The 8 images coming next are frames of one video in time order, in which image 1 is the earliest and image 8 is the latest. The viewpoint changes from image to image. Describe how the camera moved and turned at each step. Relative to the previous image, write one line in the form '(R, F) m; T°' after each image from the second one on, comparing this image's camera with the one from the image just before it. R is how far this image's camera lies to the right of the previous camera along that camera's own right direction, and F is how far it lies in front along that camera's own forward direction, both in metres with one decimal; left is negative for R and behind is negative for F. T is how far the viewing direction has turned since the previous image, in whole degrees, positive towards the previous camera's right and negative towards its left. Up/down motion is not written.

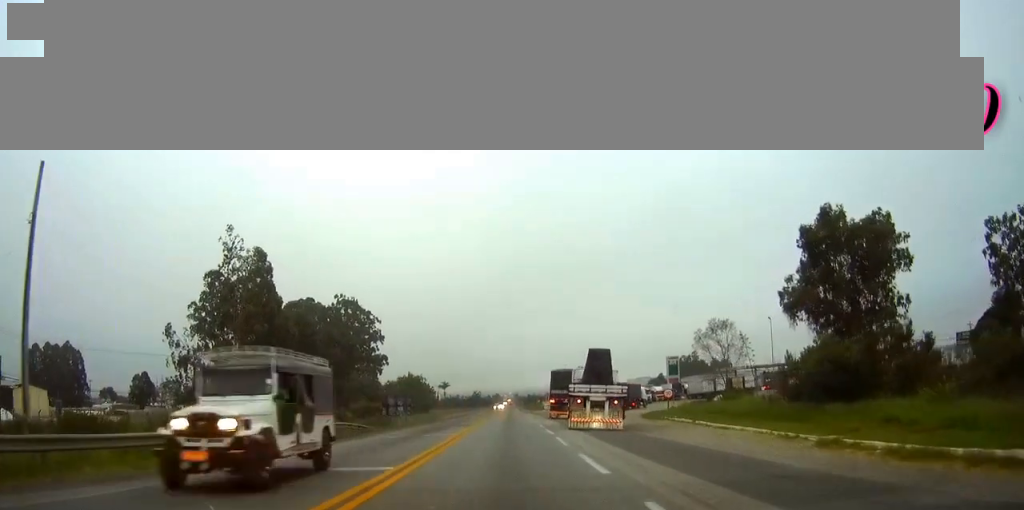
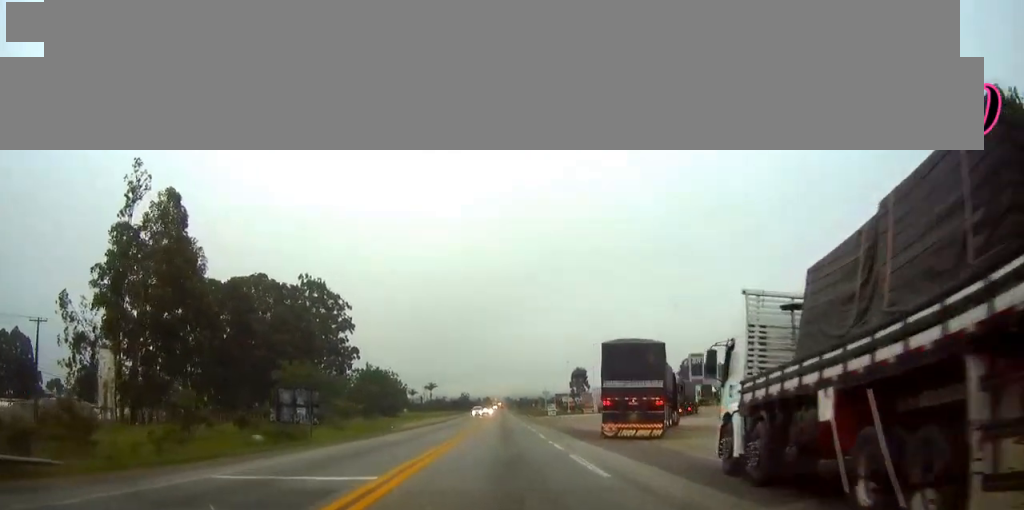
(+0.3, +32.3) m; +1°
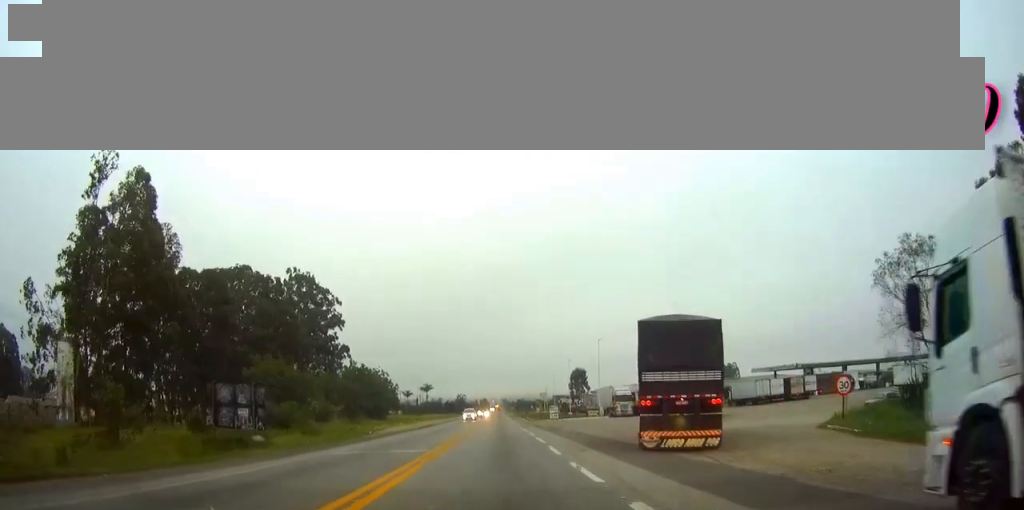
(0.0, +8.5) m; 0°
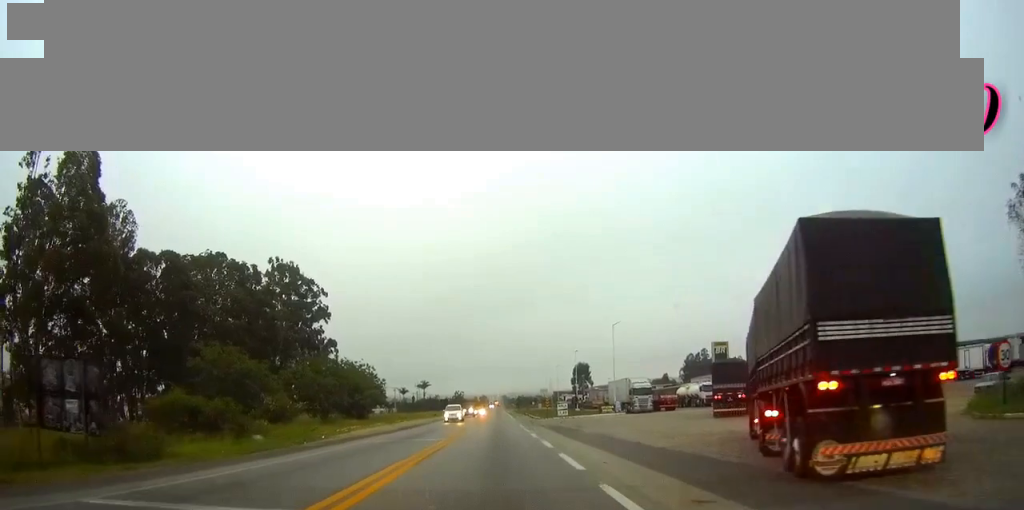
(0.0, +13.2) m; 0°
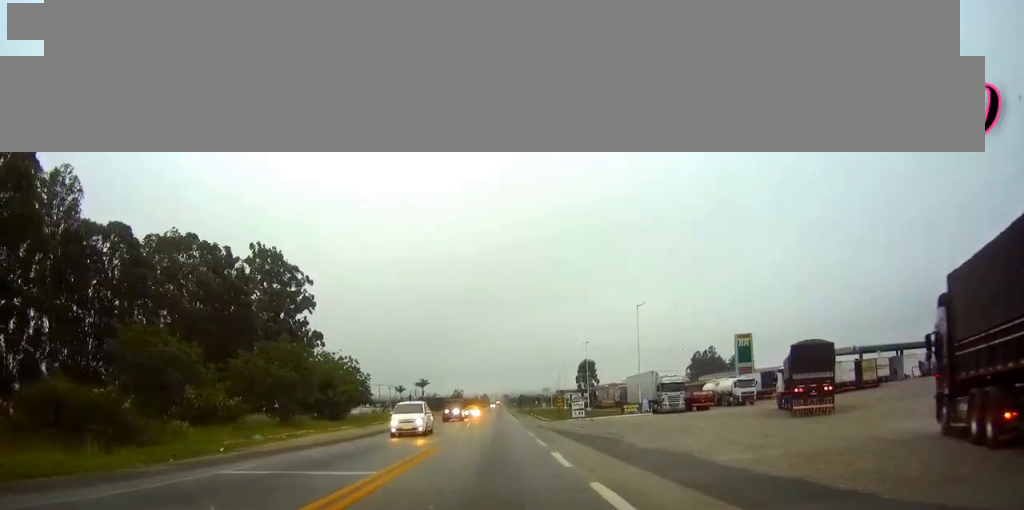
(-0.1, +14.1) m; 0°
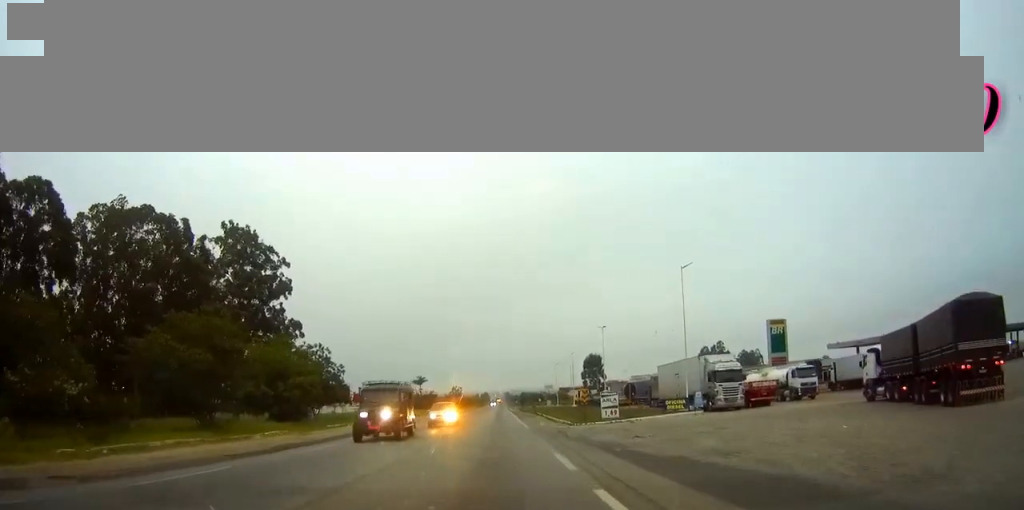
(0.0, +16.8) m; 0°
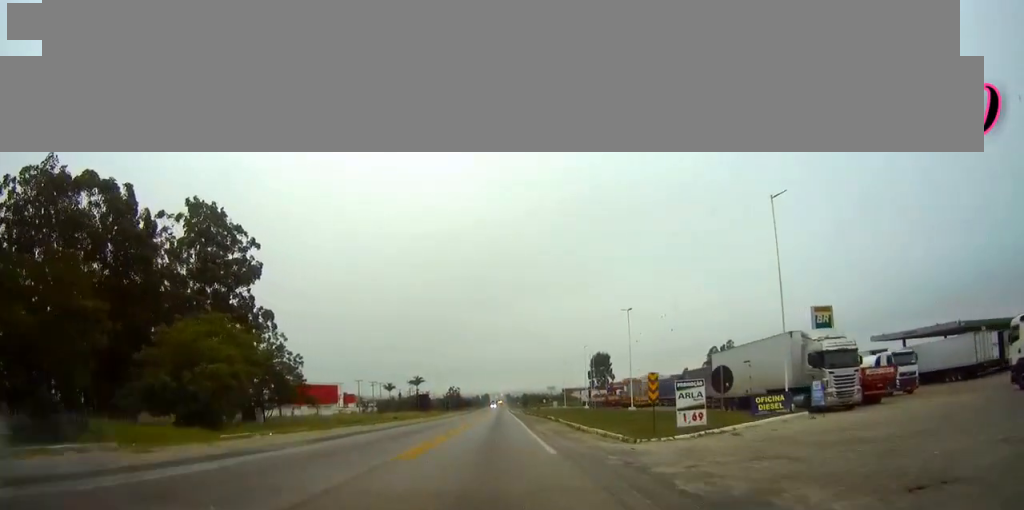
(-0.1, +17.8) m; 0°
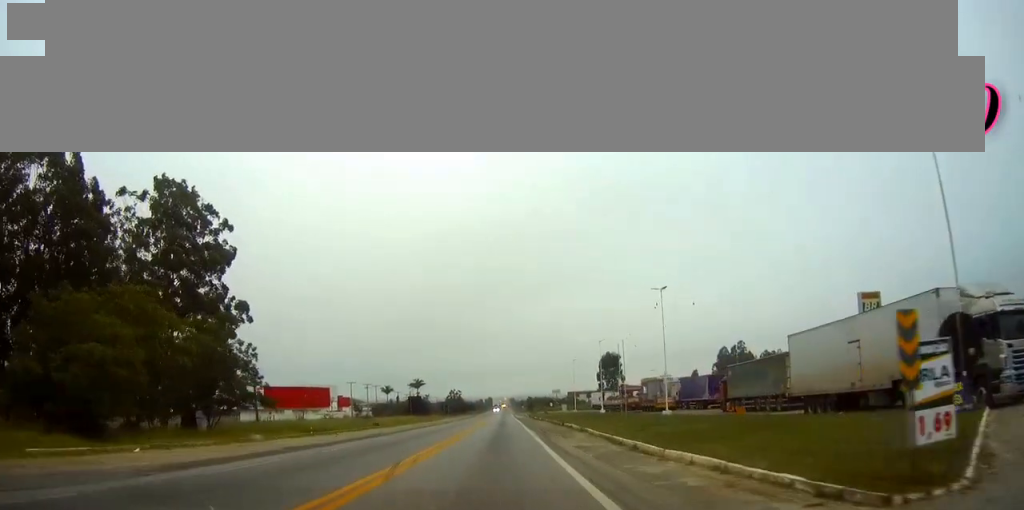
(0.0, +13.8) m; 0°
